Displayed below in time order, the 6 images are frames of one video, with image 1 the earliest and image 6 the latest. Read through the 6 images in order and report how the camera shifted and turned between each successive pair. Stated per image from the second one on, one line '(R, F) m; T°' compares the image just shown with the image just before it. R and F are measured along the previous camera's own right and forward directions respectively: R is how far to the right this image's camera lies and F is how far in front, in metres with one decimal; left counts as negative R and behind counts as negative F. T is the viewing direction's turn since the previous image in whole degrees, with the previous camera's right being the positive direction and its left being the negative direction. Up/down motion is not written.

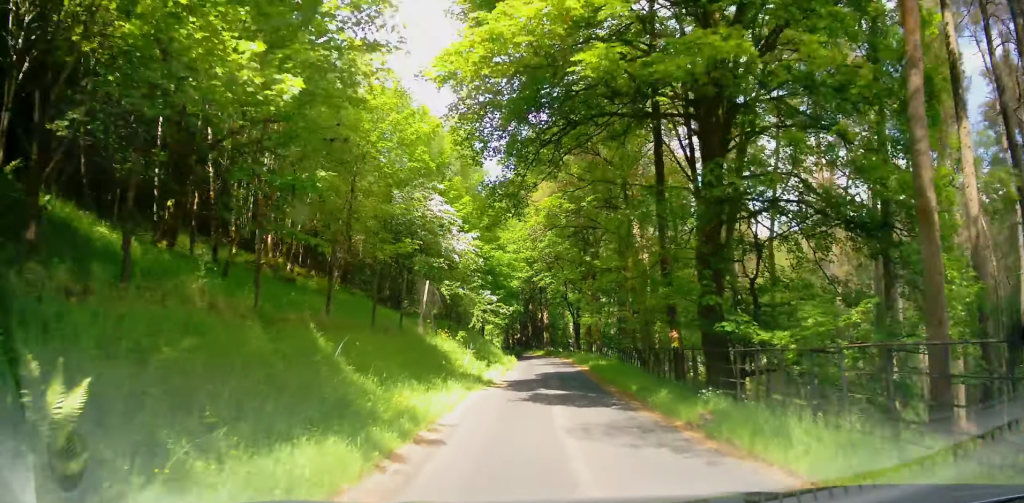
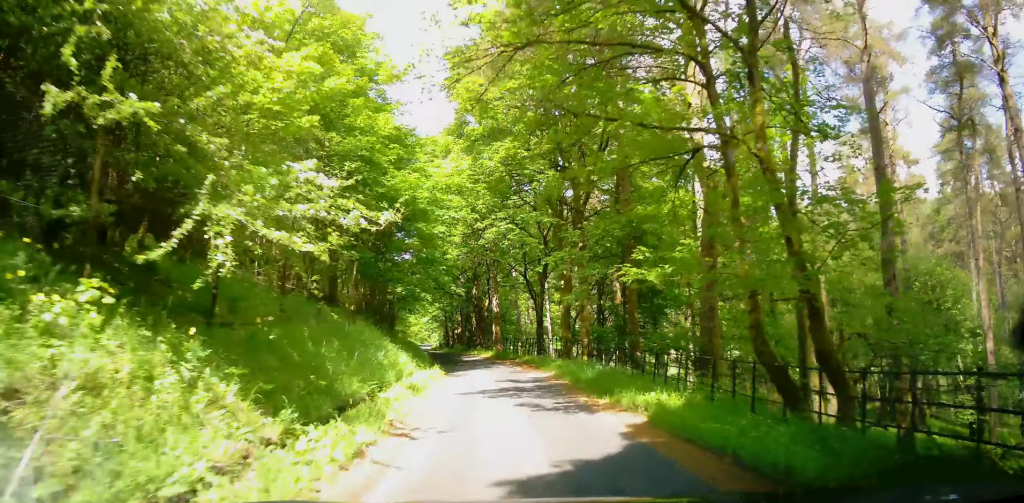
(+0.6, +19.1) m; +2°
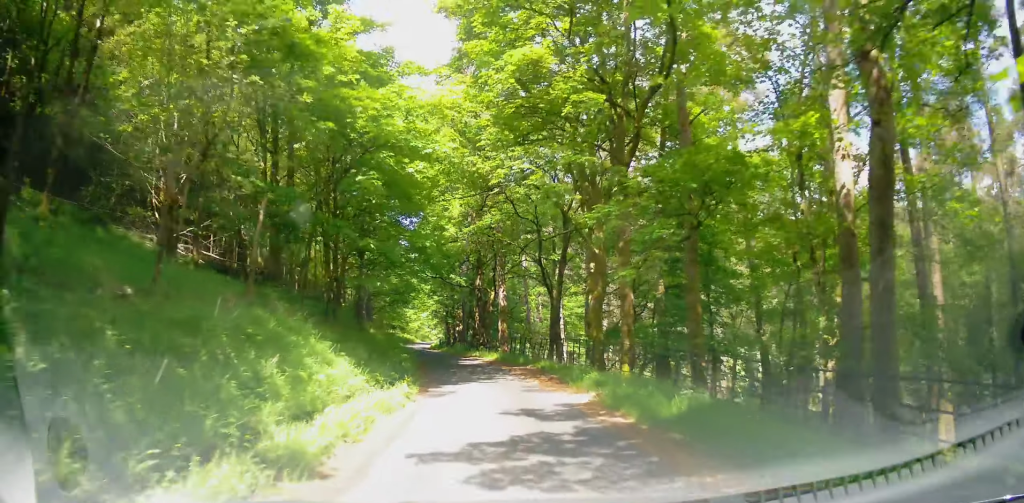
(+0.1, +8.0) m; -1°
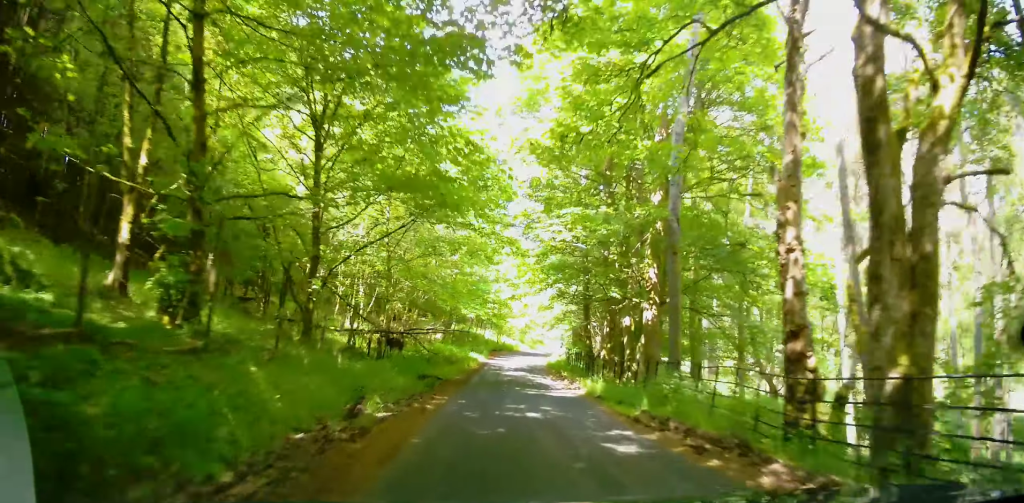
(-0.6, +40.8) m; -2°
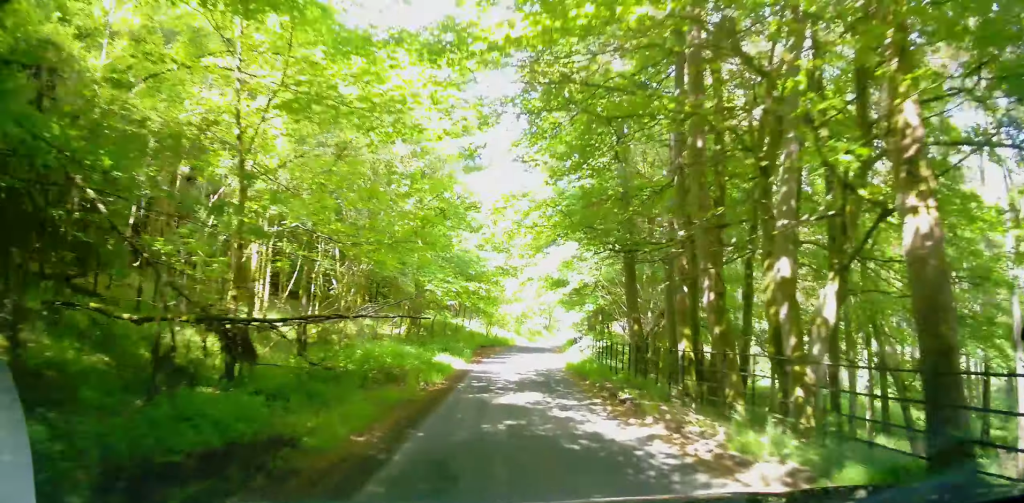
(-0.2, +12.7) m; 0°
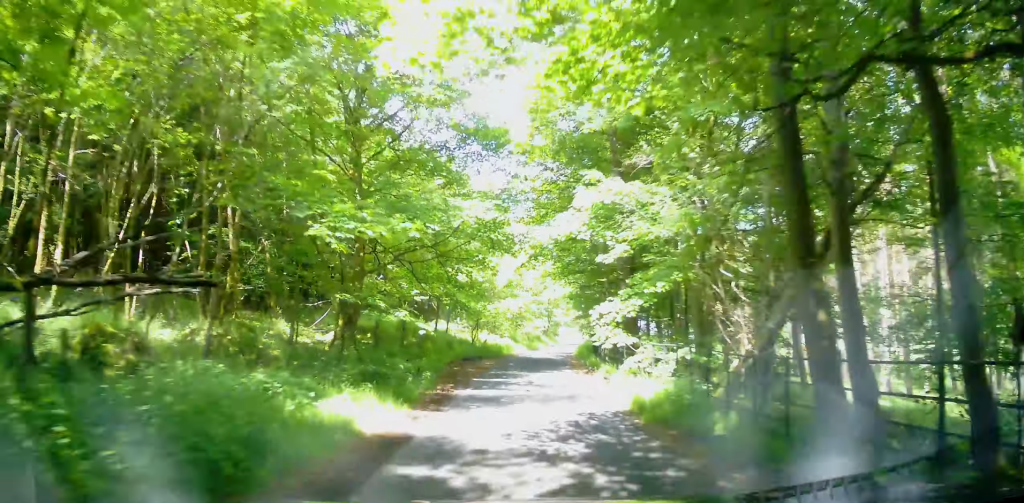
(+0.1, +11.6) m; 0°
